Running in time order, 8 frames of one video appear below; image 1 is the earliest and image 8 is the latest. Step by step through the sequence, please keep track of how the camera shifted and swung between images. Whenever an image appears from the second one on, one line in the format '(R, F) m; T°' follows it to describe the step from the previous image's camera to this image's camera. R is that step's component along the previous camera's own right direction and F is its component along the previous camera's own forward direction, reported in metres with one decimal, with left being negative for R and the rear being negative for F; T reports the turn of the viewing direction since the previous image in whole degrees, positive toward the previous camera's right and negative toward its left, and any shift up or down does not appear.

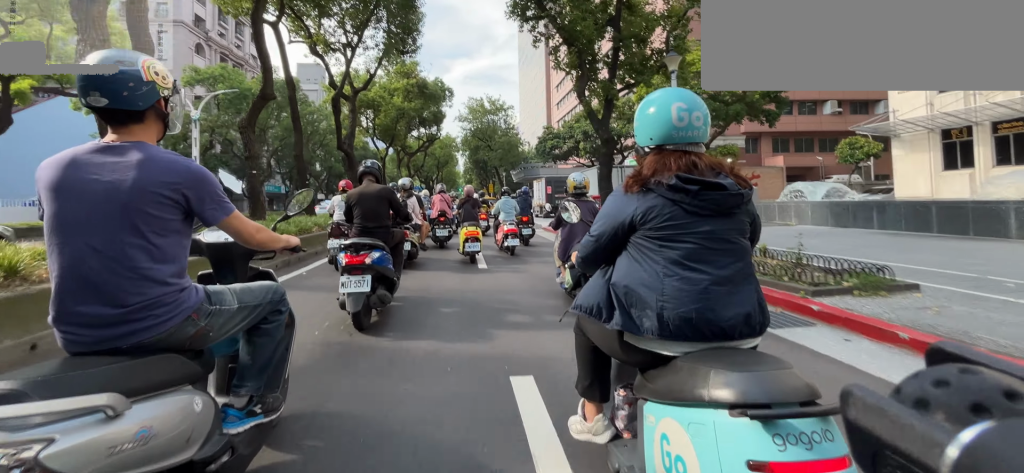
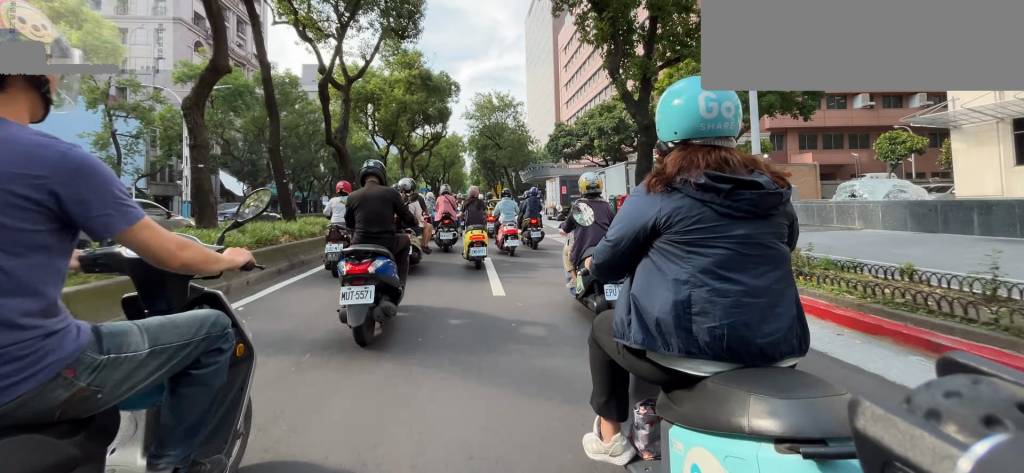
(0.0, +3.1) m; 0°
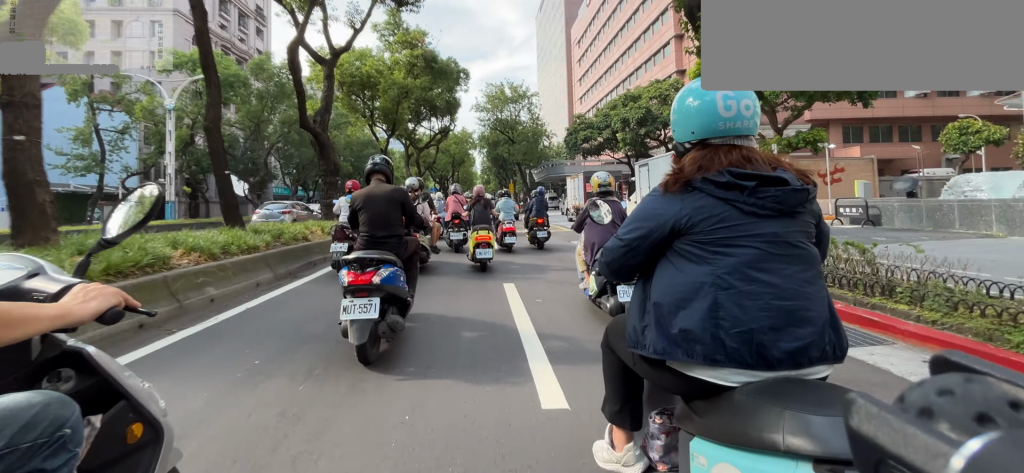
(0.0, +4.4) m; 0°
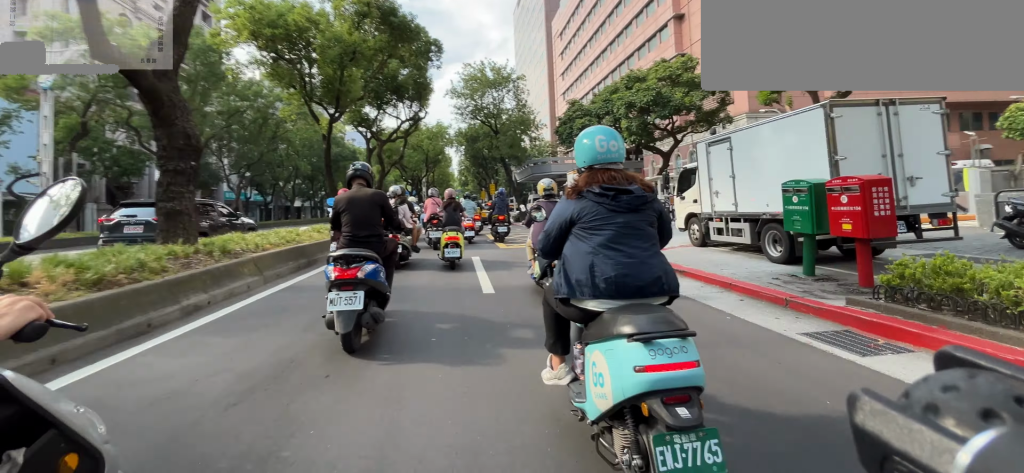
(0.0, +7.6) m; 0°
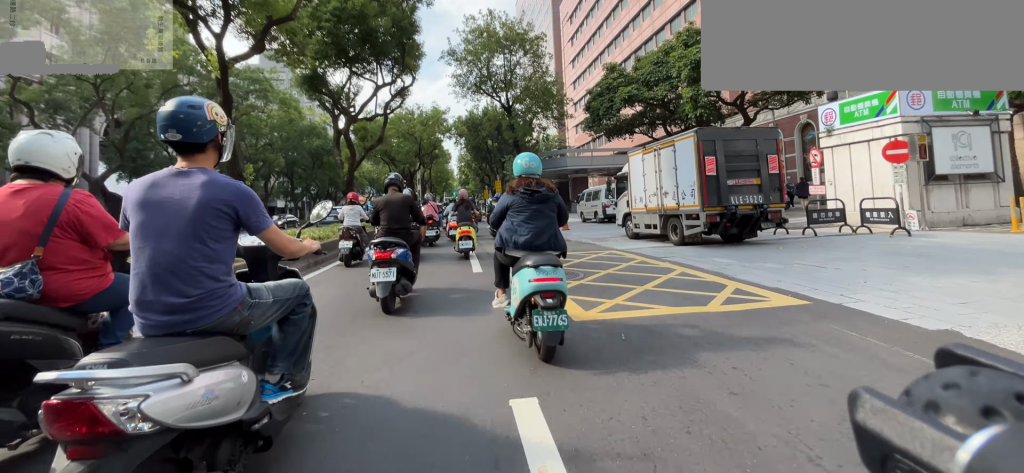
(0.0, +8.2) m; 0°
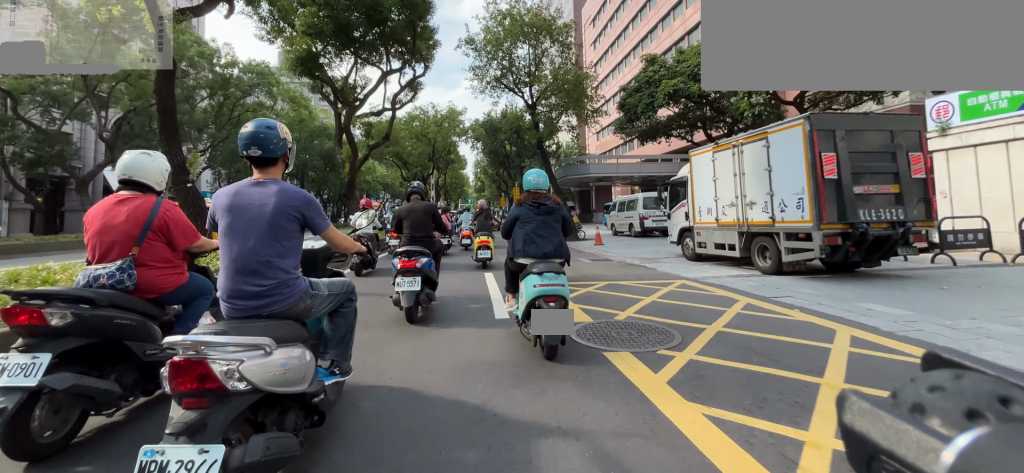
(0.0, +2.4) m; 0°
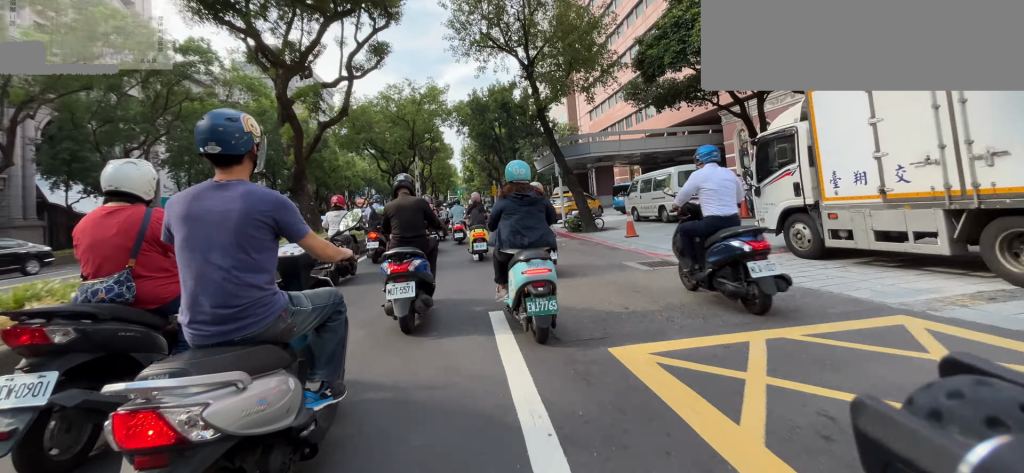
(0.0, +3.2) m; 0°
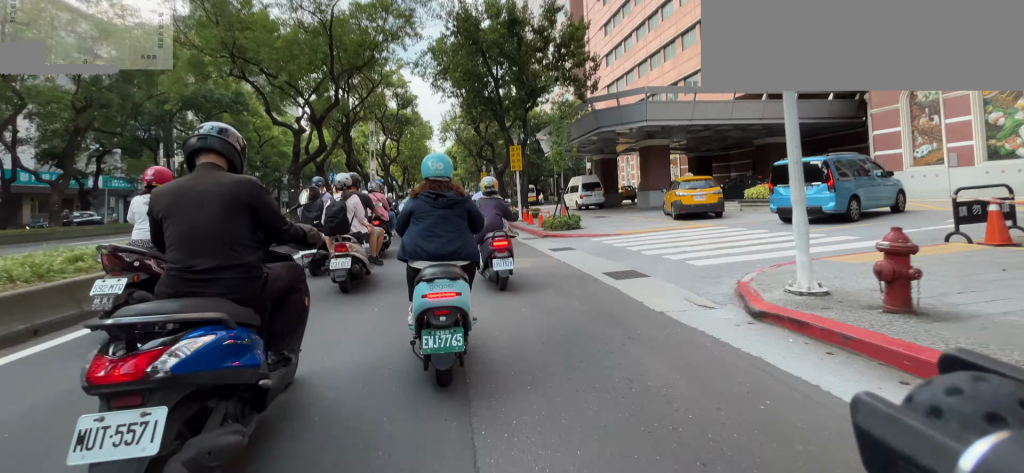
(-0.2, +10.6) m; -2°
